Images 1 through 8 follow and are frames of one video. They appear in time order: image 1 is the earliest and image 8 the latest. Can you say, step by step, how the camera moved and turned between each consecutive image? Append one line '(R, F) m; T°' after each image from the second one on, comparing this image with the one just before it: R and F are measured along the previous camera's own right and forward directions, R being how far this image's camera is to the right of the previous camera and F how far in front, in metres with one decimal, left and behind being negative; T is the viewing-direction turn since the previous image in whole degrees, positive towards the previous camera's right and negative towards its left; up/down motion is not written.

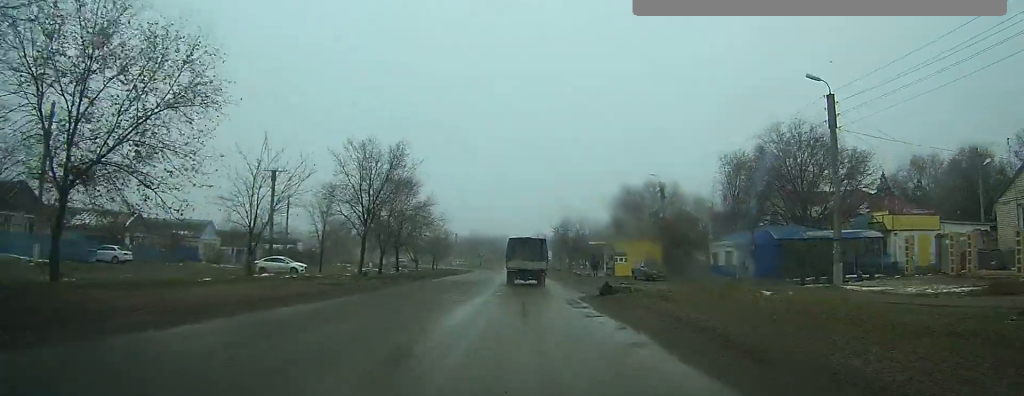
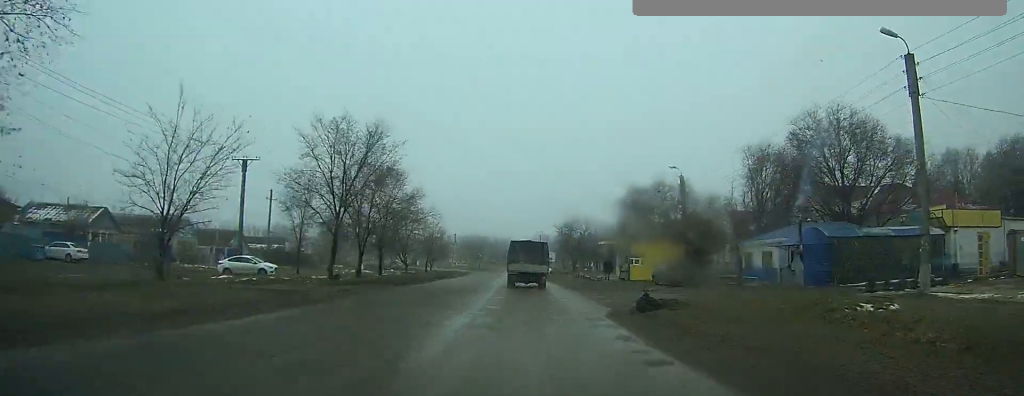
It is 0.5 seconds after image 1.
(0.0, +4.6) m; 0°
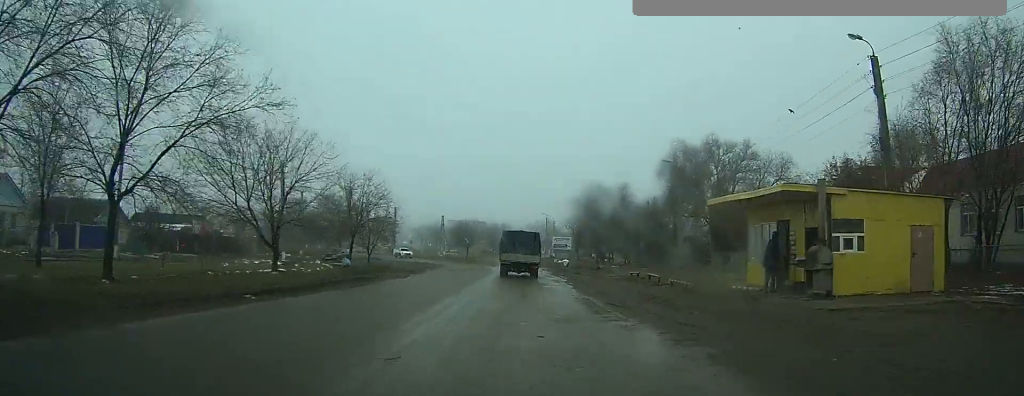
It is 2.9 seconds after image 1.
(0.0, +26.9) m; 0°
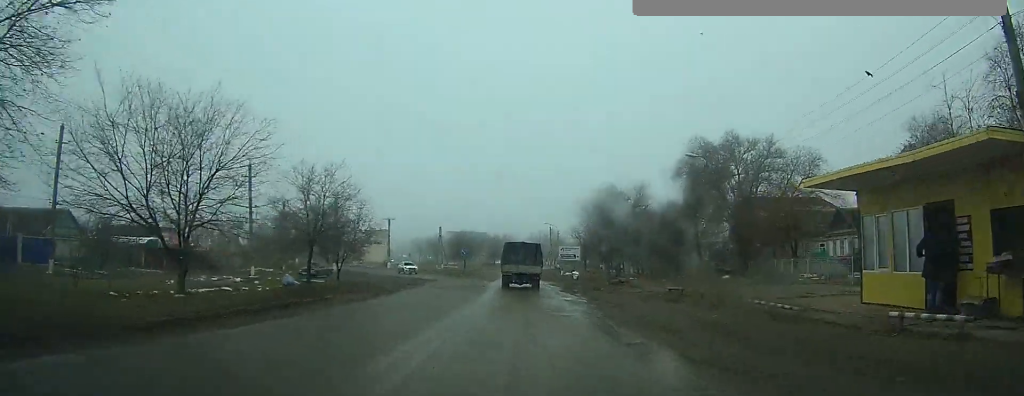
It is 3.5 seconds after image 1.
(0.0, +8.6) m; 0°
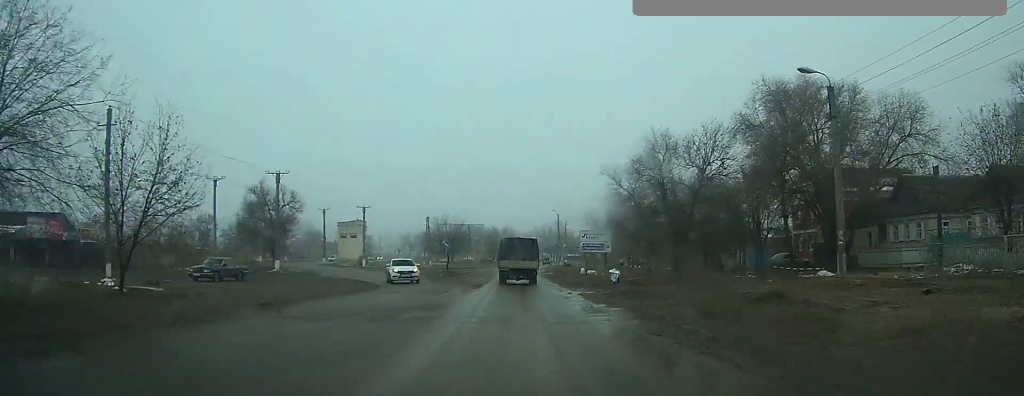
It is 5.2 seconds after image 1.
(-0.1, +22.9) m; 0°
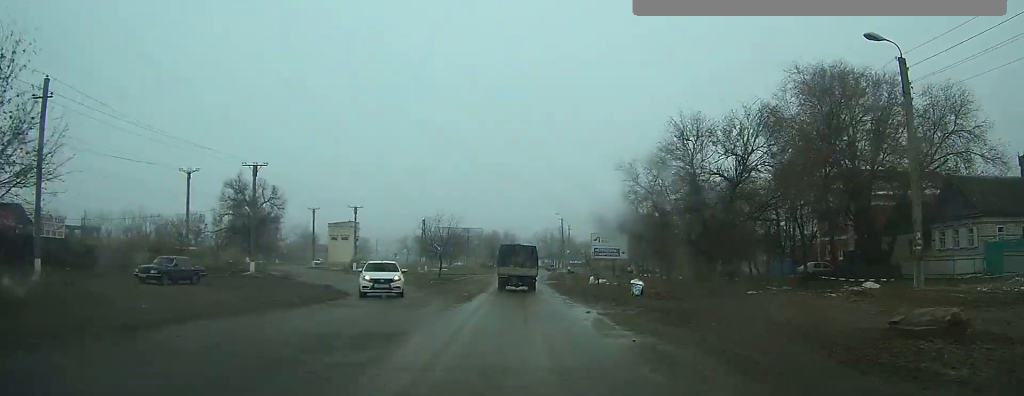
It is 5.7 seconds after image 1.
(0.0, +6.3) m; 0°
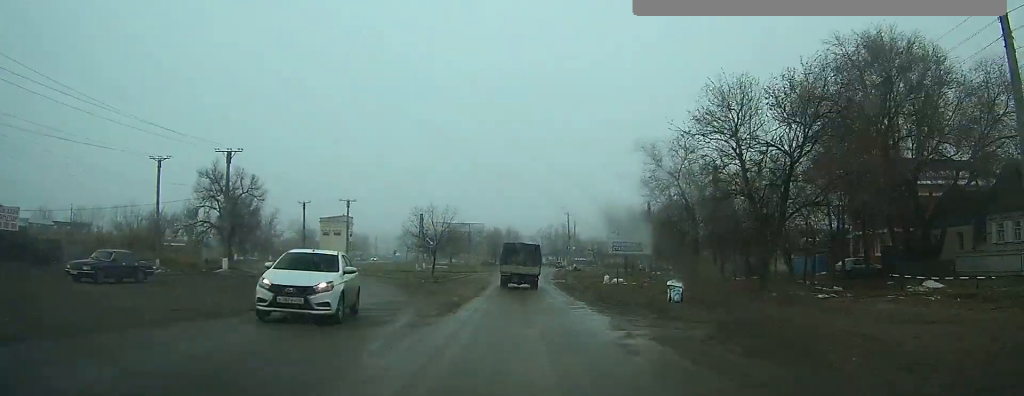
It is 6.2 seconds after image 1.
(0.0, +6.1) m; 0°
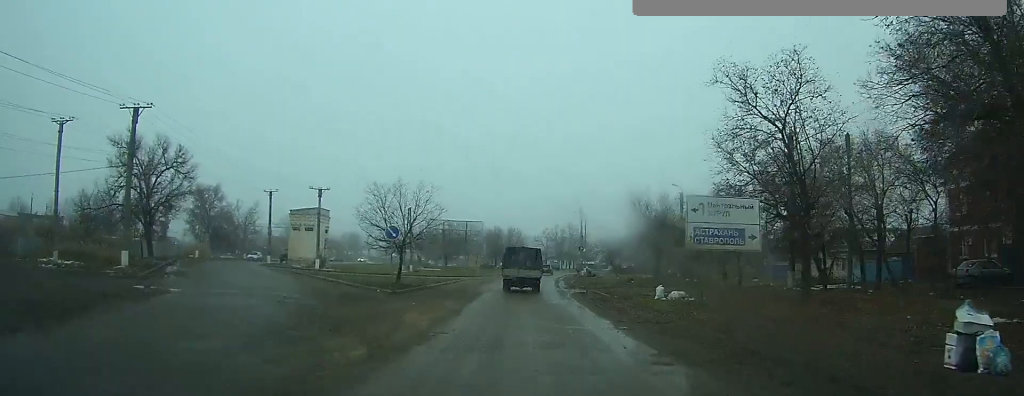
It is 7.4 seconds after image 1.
(0.0, +14.9) m; 0°
